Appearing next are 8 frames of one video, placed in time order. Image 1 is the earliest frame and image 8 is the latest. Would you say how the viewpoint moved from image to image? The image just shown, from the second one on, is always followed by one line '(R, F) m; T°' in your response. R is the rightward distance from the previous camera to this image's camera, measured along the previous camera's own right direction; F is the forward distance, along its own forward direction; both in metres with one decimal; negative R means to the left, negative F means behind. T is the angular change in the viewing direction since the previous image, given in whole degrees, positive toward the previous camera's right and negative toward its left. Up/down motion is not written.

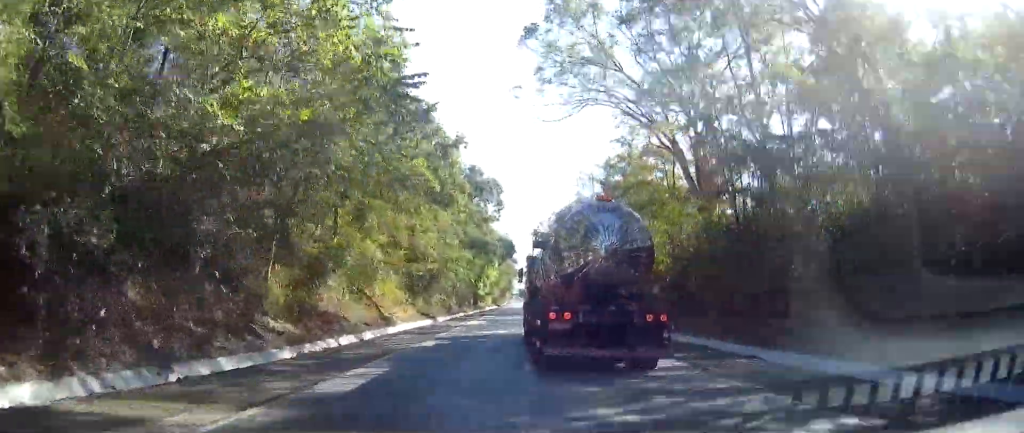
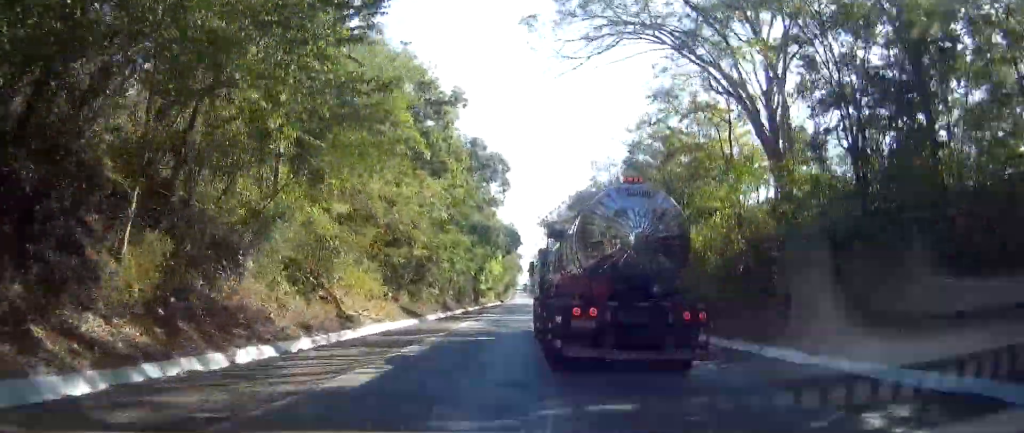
(0.0, +10.2) m; 0°
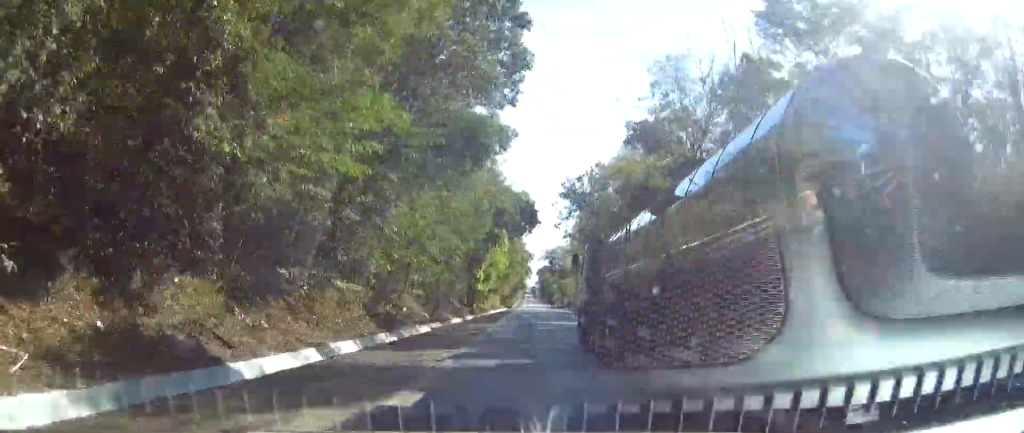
(-0.2, +34.9) m; 0°
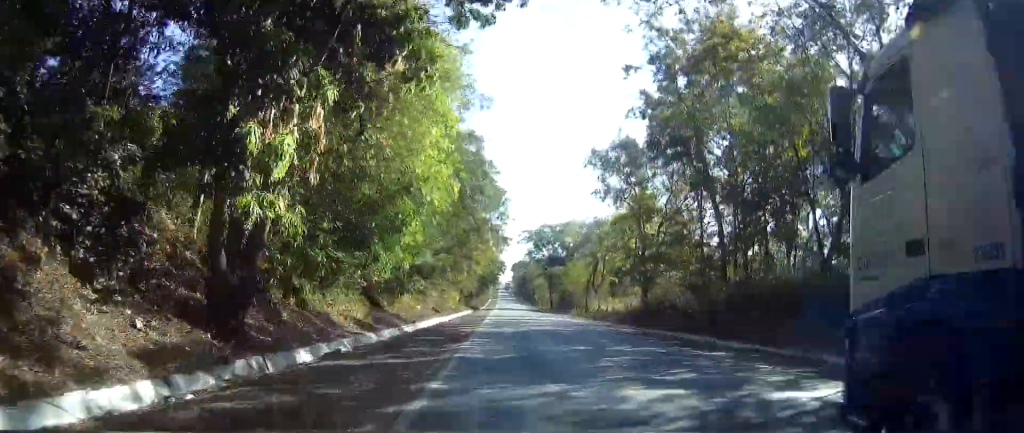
(+0.1, +60.9) m; 0°
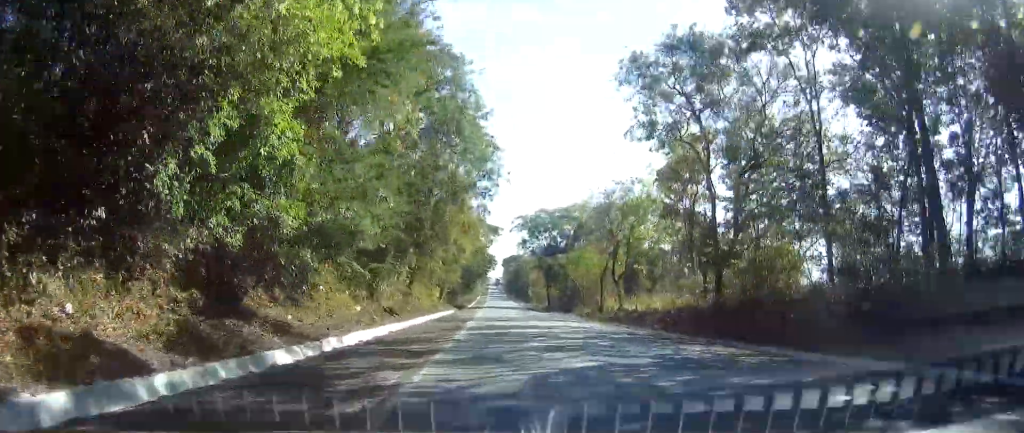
(0.0, +20.1) m; +1°
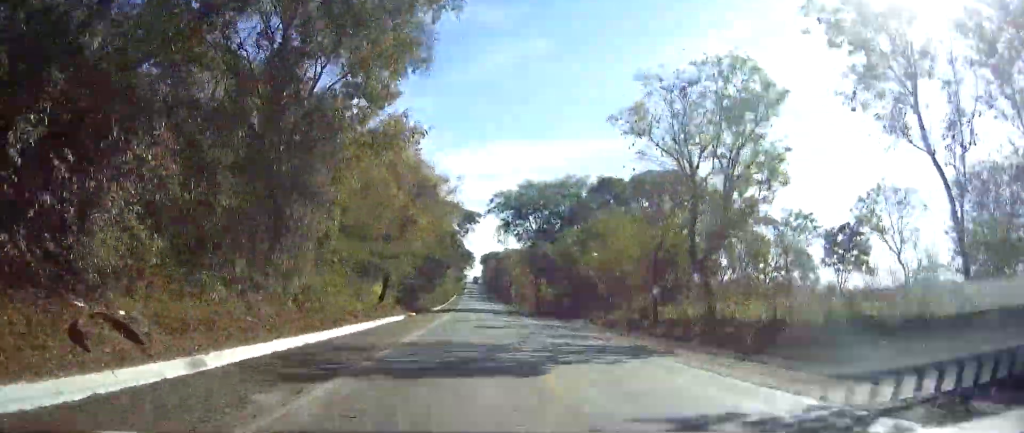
(+0.5, +29.2) m; +1°
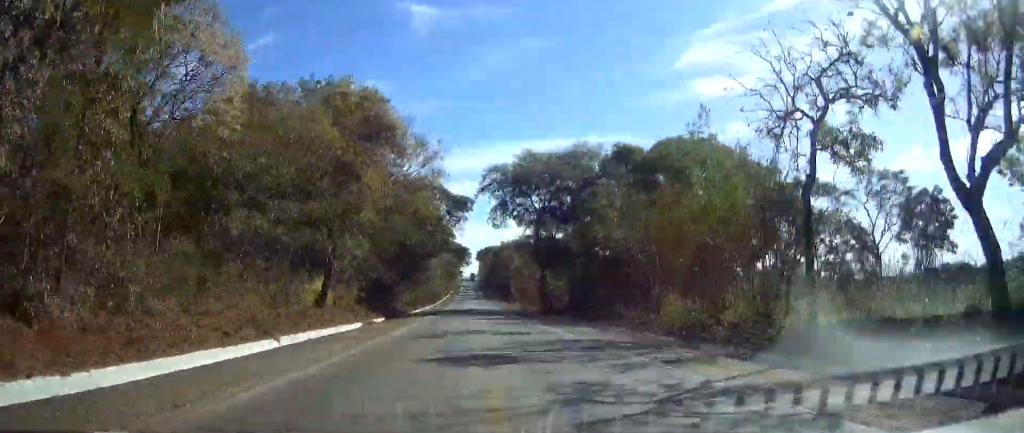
(+0.1, +18.8) m; +1°
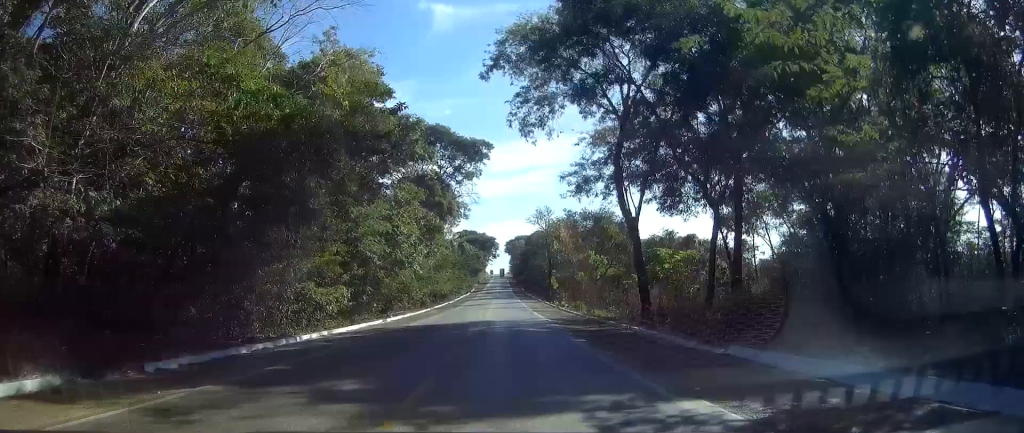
(+0.4, +46.3) m; 0°
